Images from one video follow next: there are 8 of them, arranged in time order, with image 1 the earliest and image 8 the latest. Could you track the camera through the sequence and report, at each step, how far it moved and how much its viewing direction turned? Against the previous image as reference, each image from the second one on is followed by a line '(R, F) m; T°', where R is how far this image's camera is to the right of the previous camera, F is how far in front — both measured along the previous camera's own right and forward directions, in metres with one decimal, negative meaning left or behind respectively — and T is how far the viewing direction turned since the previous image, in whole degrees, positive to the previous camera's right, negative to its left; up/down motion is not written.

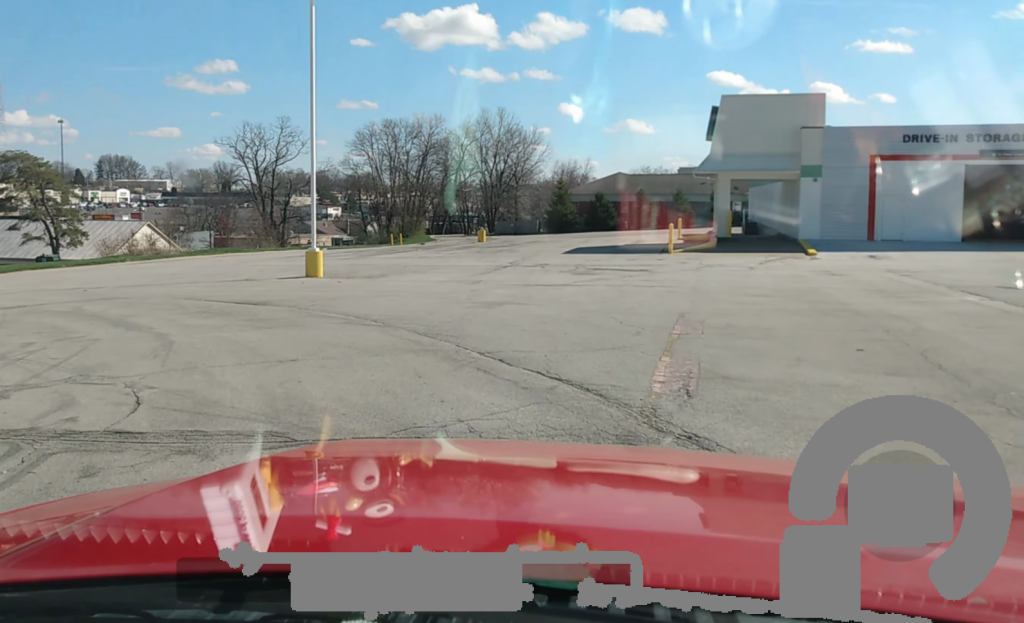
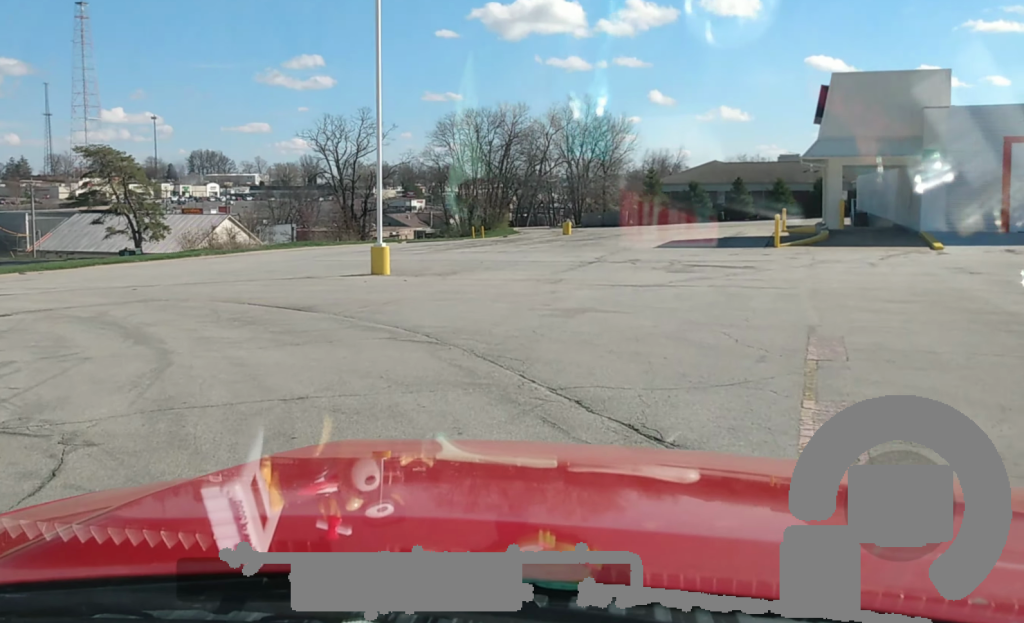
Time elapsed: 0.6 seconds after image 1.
(0.0, +3.1) m; -4°
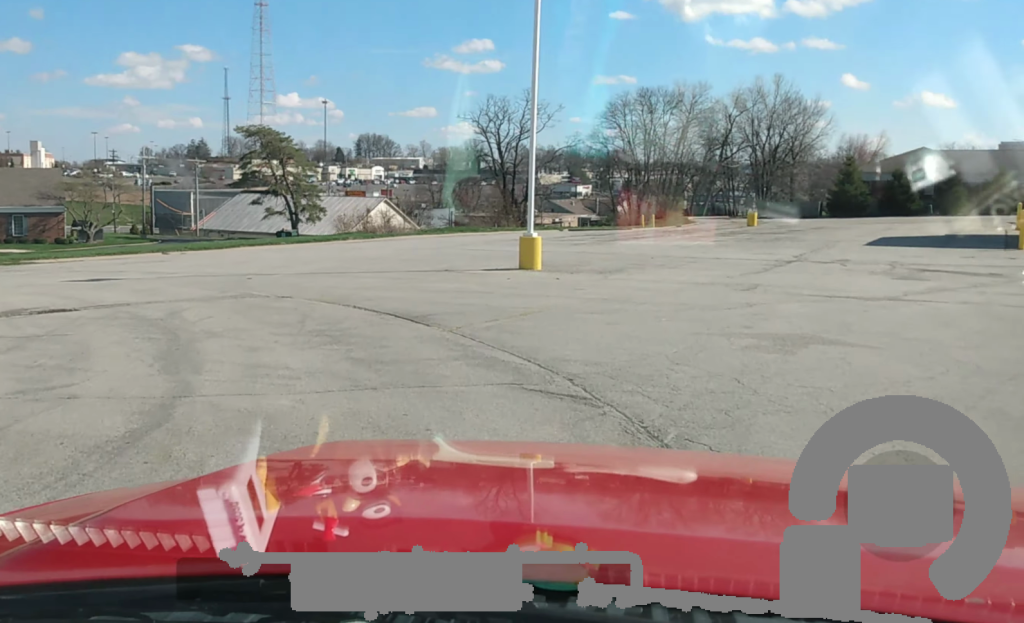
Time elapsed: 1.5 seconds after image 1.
(-0.4, +4.6) m; -8°
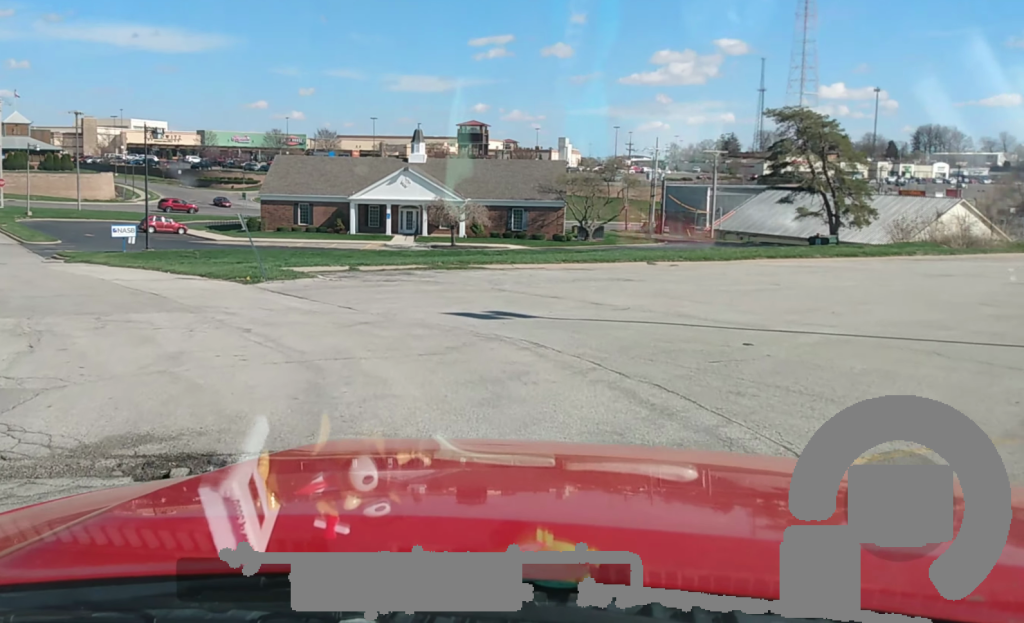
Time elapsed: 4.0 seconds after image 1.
(-2.3, +10.3) m; -27°
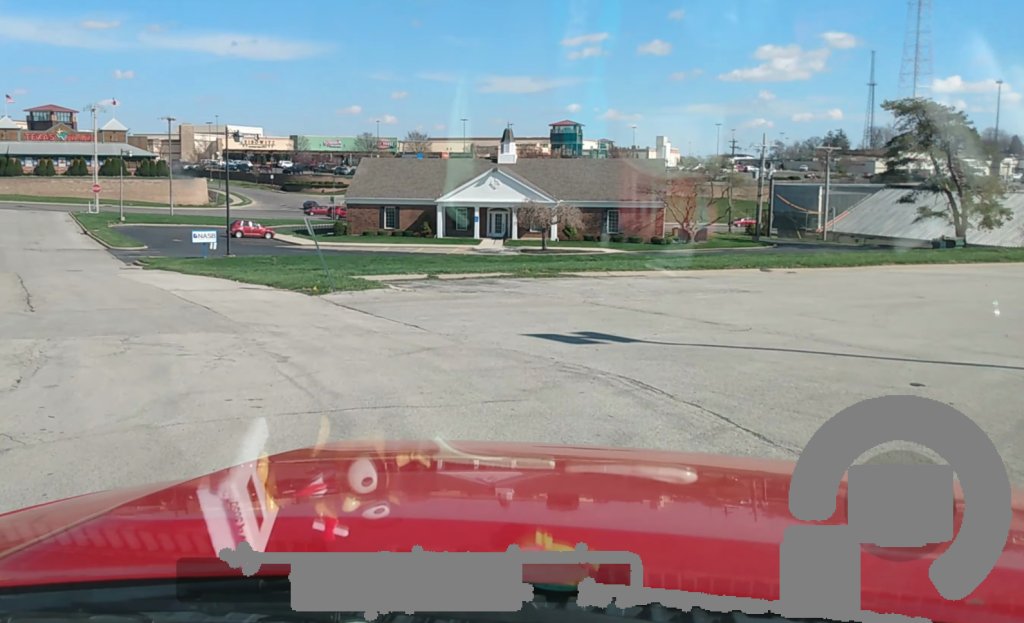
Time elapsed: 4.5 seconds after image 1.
(0.0, +1.8) m; -7°
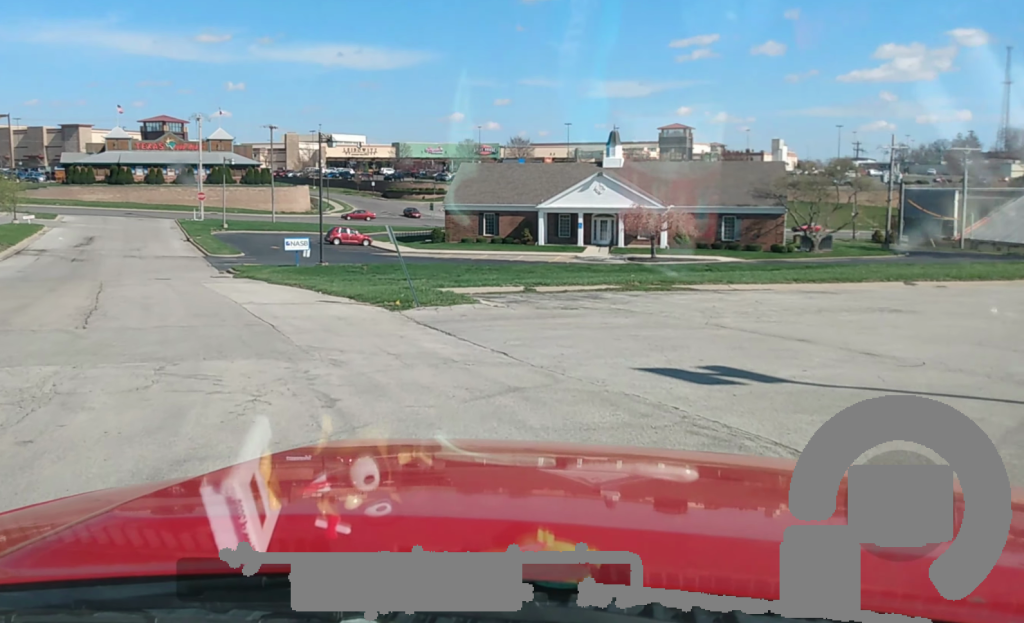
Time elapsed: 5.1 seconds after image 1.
(-0.2, +1.4) m; -11°
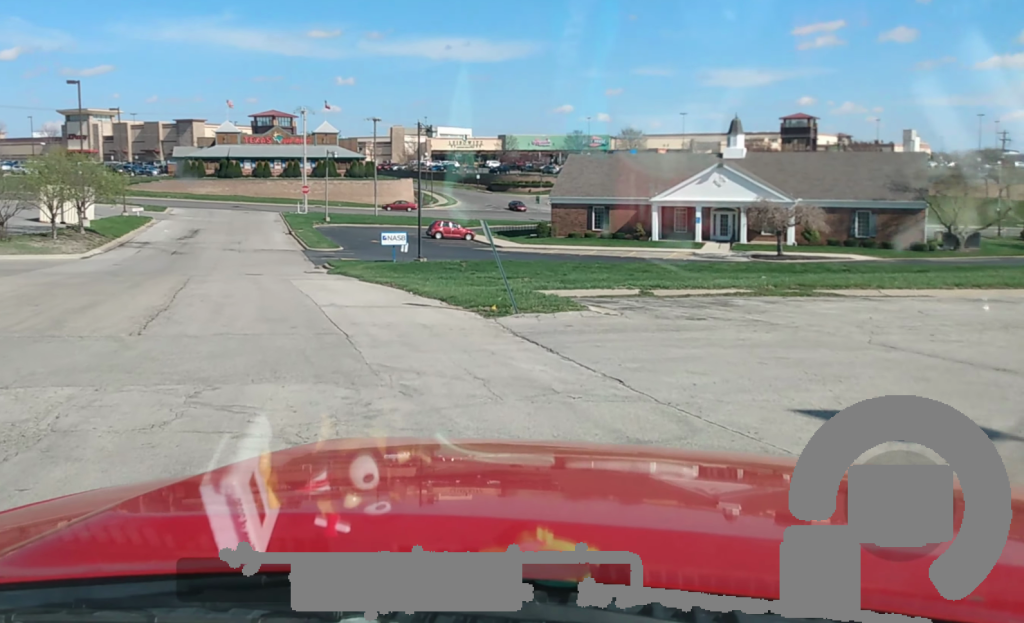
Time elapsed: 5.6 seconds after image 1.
(0.0, +1.3) m; -12°
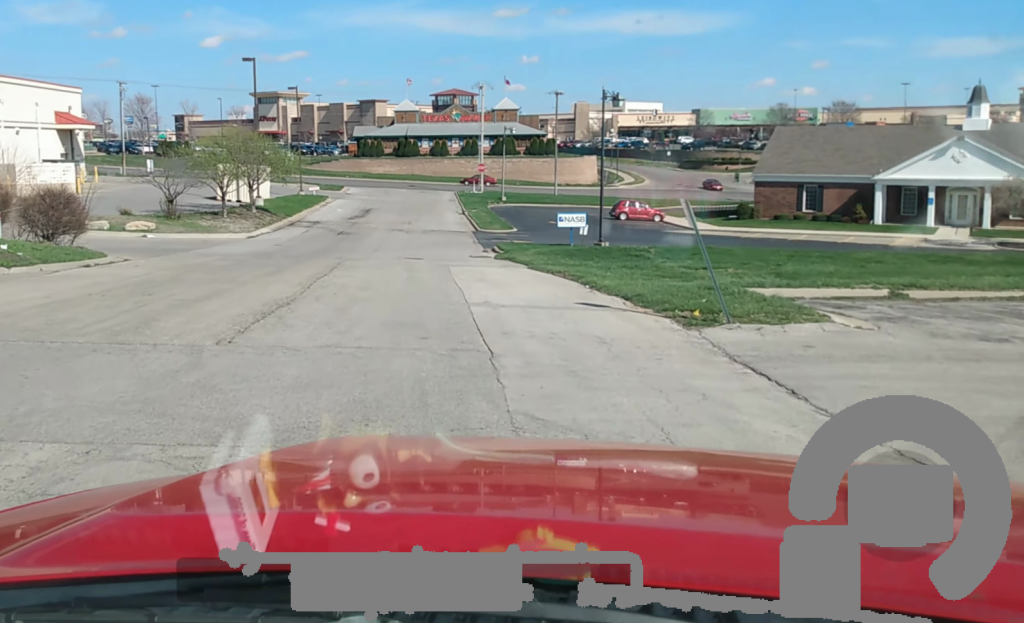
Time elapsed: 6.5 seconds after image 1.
(-0.5, +1.8) m; -14°
